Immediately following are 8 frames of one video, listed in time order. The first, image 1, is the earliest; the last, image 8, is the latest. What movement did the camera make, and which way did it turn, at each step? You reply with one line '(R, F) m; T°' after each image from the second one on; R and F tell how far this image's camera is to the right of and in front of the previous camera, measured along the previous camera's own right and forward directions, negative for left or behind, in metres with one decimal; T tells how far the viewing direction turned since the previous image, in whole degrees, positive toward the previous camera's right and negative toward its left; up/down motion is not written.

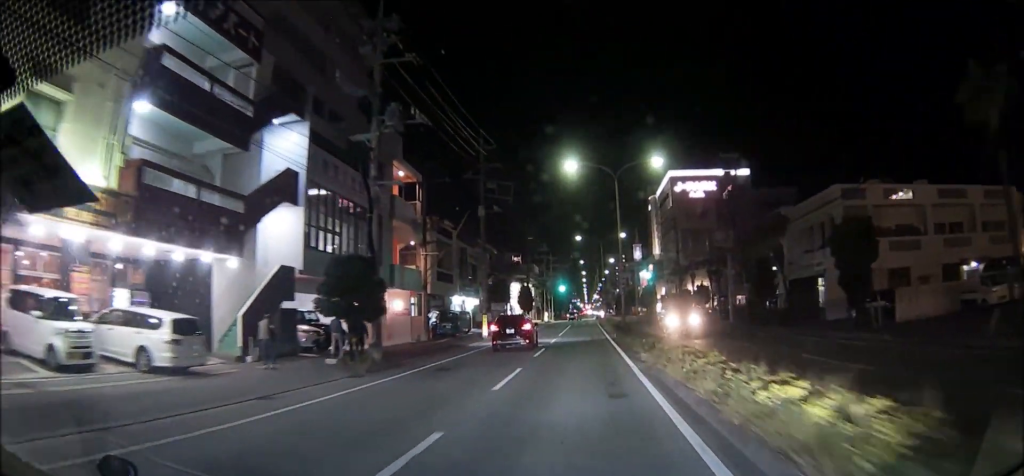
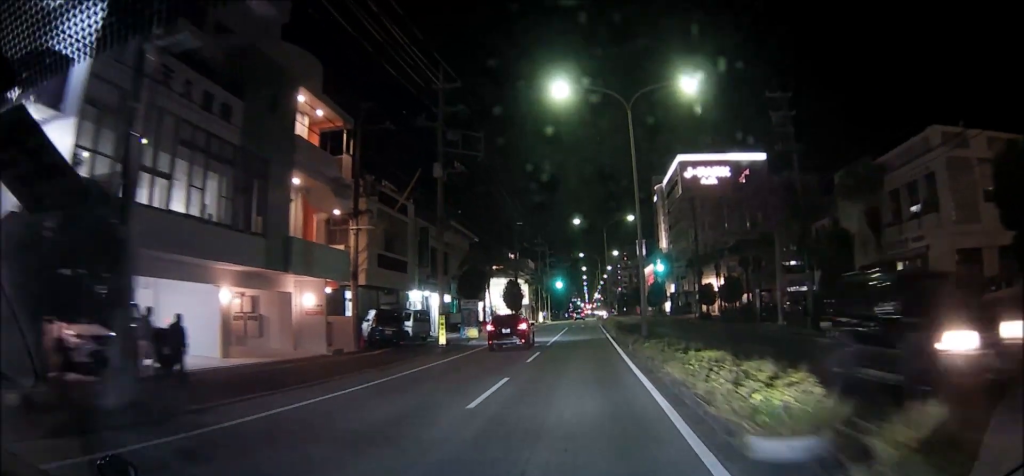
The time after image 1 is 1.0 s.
(0.0, +12.3) m; 0°
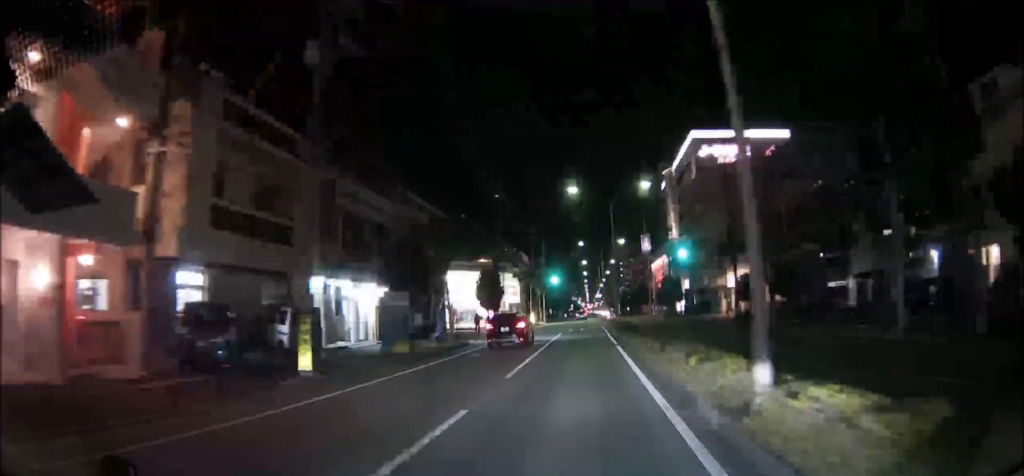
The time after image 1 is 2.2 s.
(0.0, +15.1) m; 0°
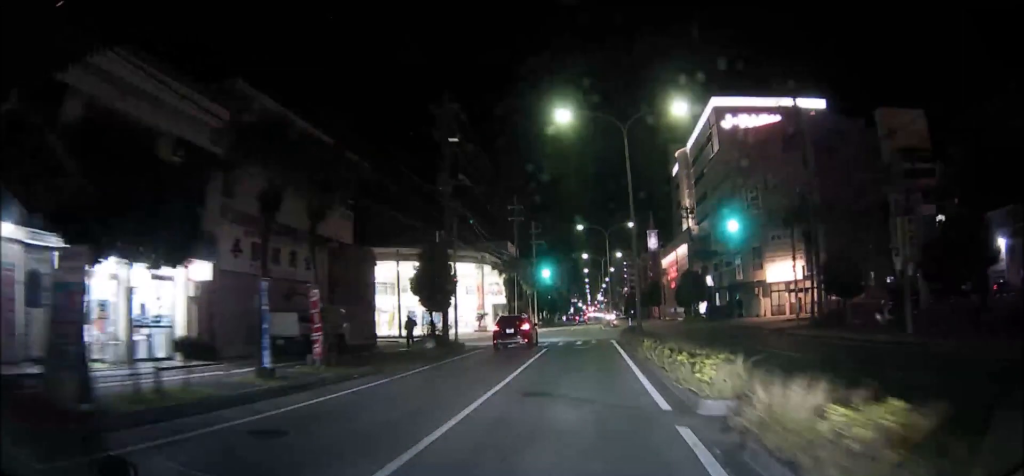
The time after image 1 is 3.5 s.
(0.0, +16.9) m; 0°
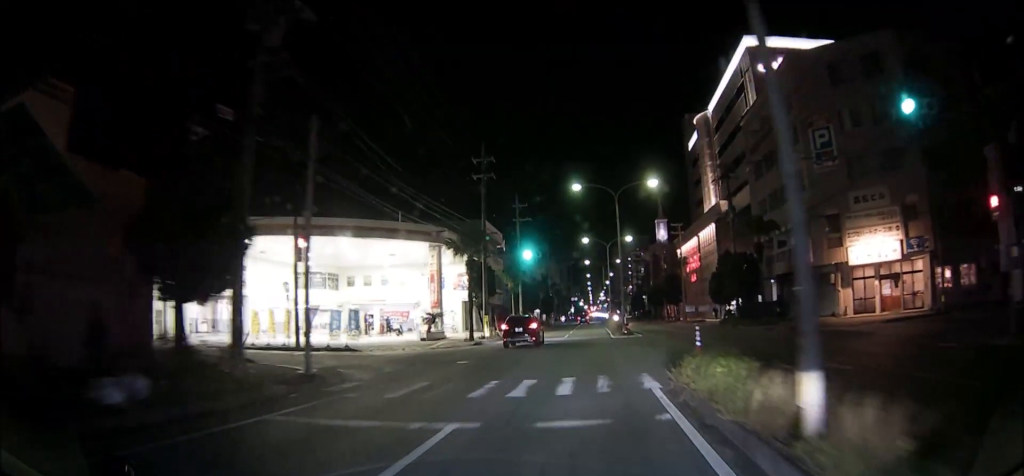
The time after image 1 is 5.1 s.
(0.0, +19.1) m; 0°
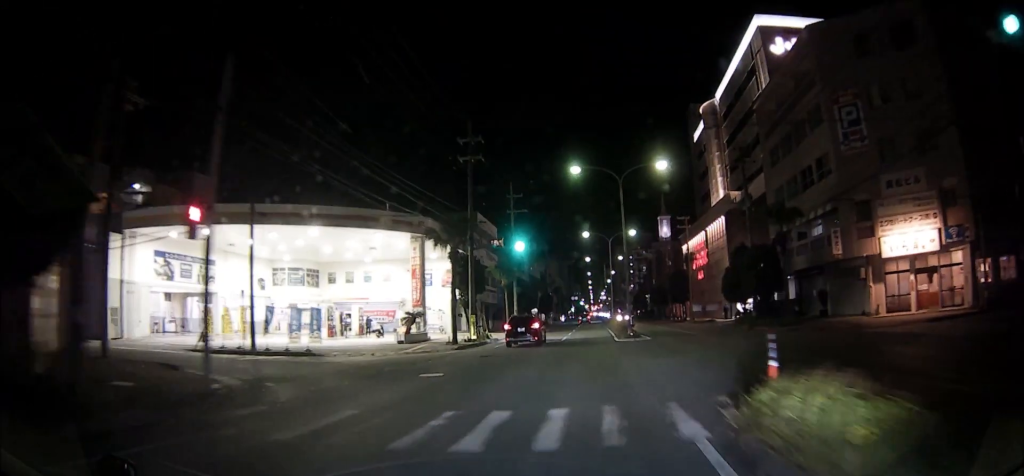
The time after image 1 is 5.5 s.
(0.0, +4.9) m; 0°
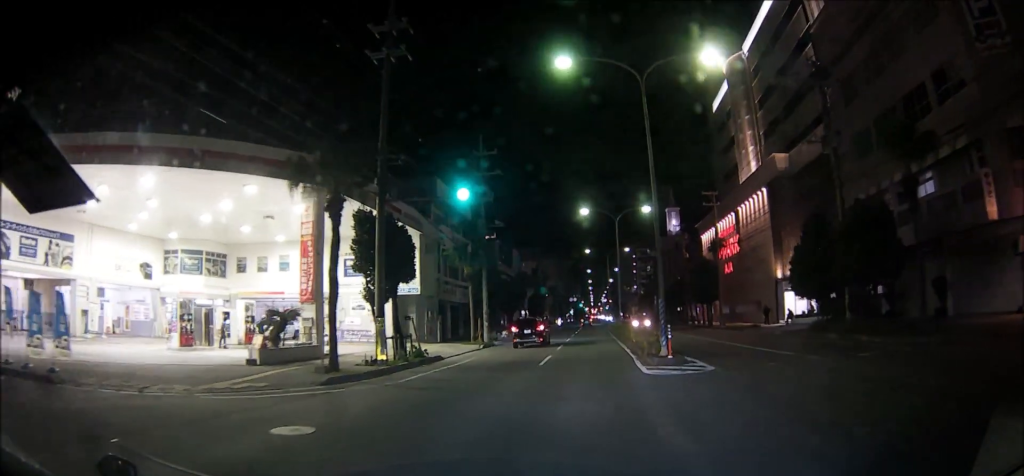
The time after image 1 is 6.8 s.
(0.0, +16.3) m; 0°
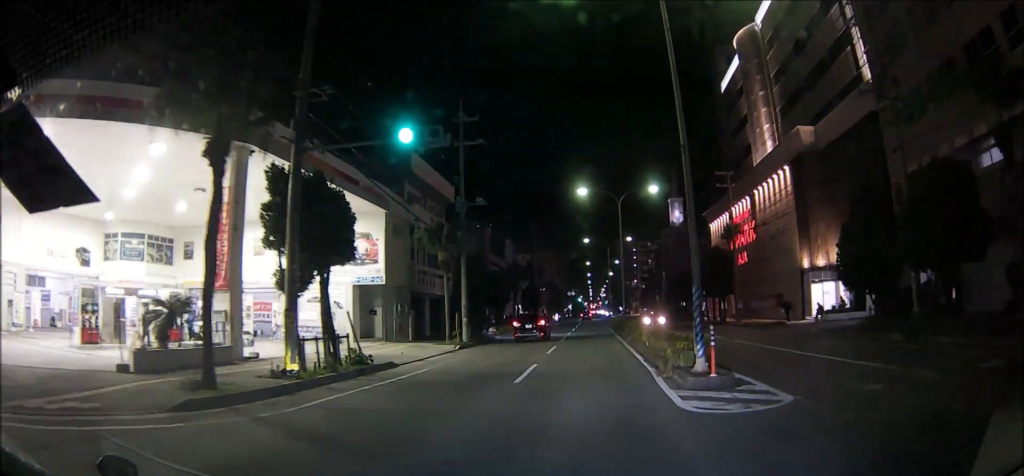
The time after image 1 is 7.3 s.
(0.0, +6.9) m; 0°
